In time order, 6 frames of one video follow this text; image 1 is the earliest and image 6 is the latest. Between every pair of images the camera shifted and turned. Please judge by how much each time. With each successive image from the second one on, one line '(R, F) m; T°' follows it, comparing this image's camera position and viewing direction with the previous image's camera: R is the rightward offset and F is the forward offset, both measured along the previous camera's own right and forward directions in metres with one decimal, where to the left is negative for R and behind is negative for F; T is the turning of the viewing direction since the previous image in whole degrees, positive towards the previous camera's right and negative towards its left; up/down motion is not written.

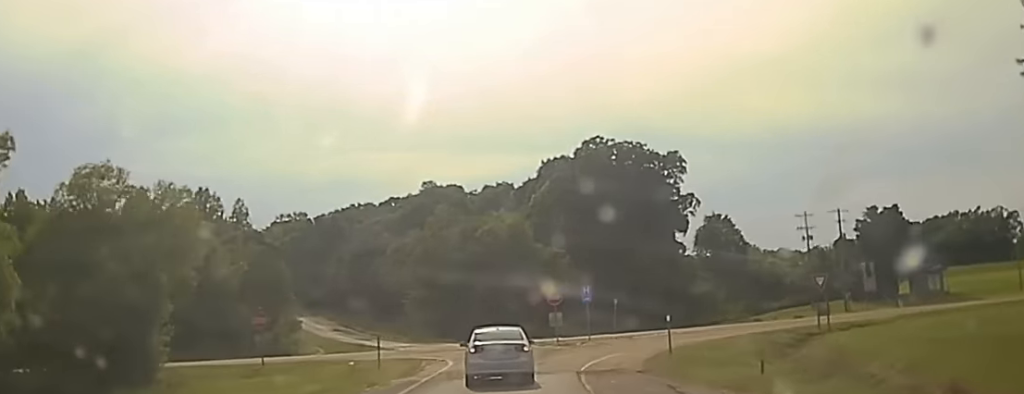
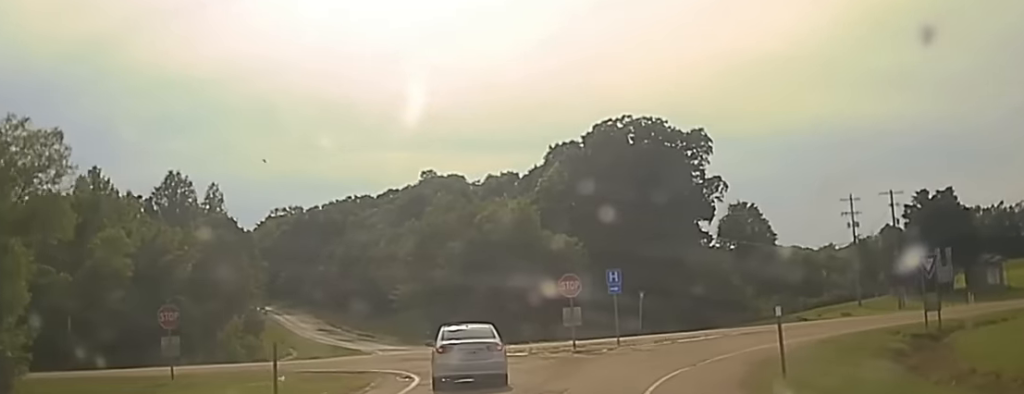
(-0.3, +14.8) m; -1°
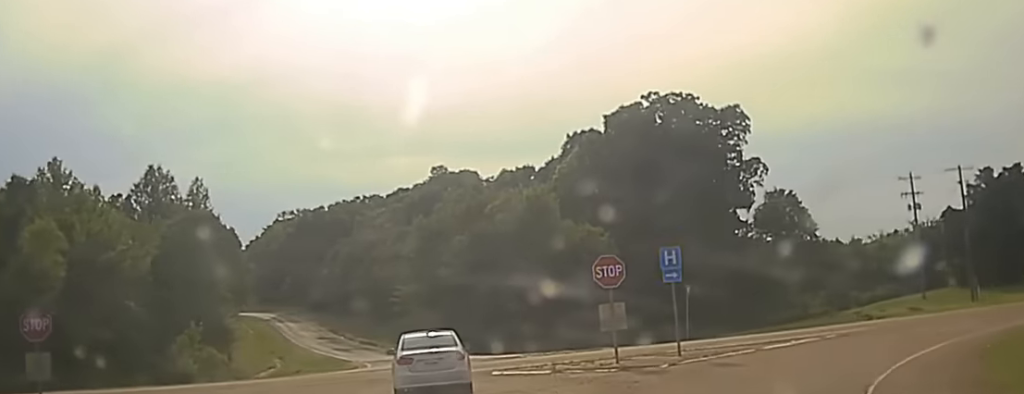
(-0.2, +13.3) m; -1°
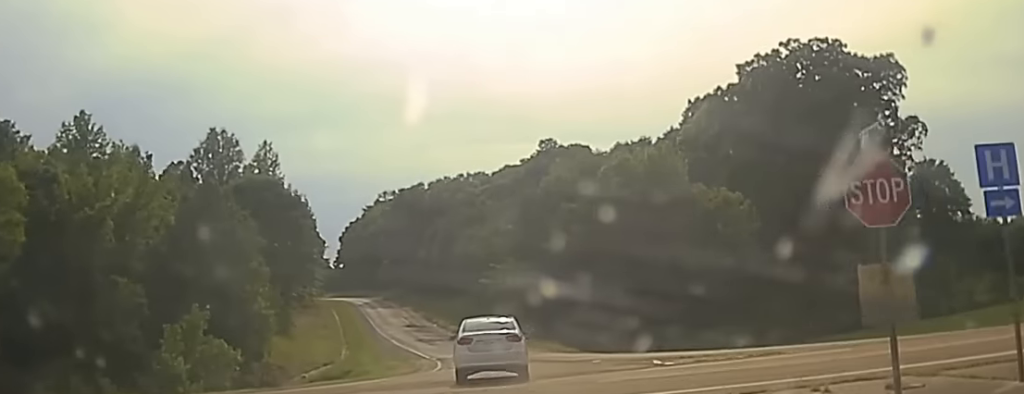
(+0.3, +17.0) m; -3°
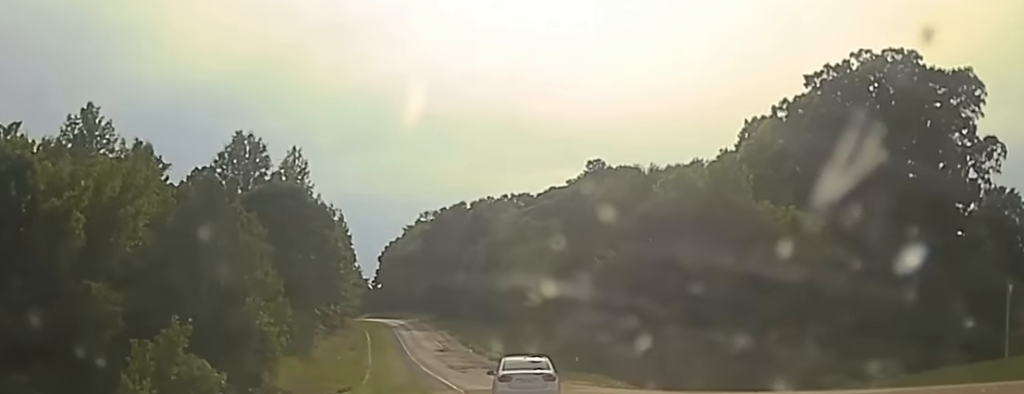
(-0.6, +8.1) m; -2°
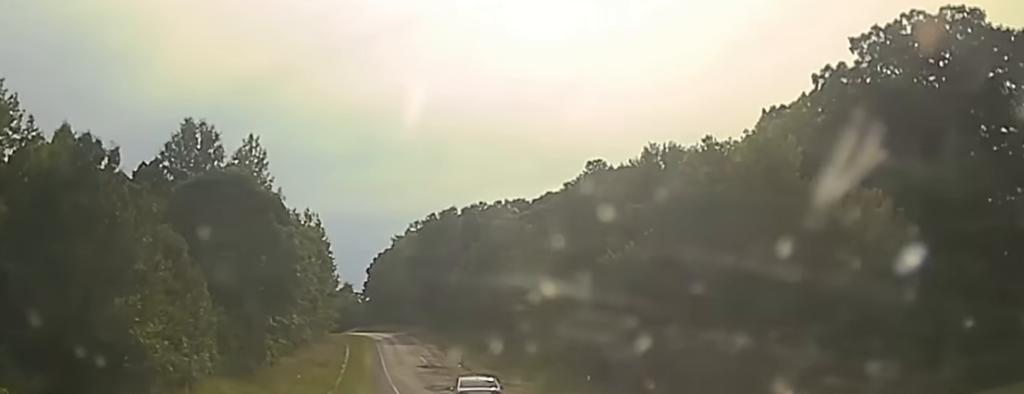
(-0.7, +15.6) m; -3°
